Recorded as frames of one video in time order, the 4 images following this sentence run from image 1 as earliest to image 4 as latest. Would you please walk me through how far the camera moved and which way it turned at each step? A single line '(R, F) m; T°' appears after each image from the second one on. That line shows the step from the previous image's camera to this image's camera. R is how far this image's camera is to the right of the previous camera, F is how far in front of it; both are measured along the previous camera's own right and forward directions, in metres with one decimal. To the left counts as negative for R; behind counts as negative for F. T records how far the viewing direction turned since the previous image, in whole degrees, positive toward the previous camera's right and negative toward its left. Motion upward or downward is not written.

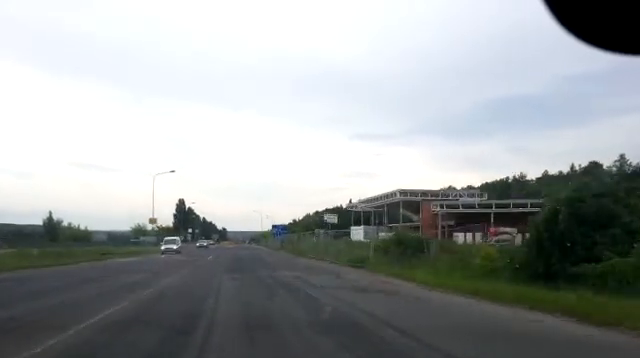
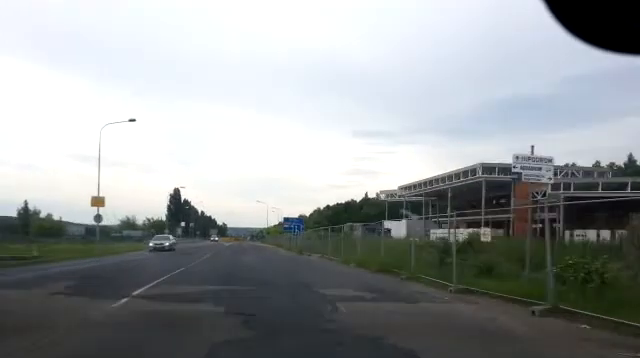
(-0.6, +25.8) m; -2°
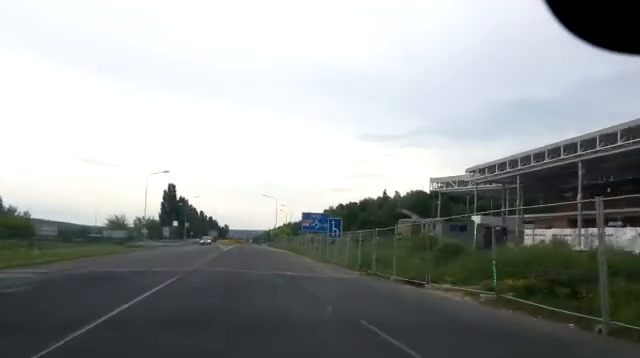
(+0.3, +22.9) m; +1°
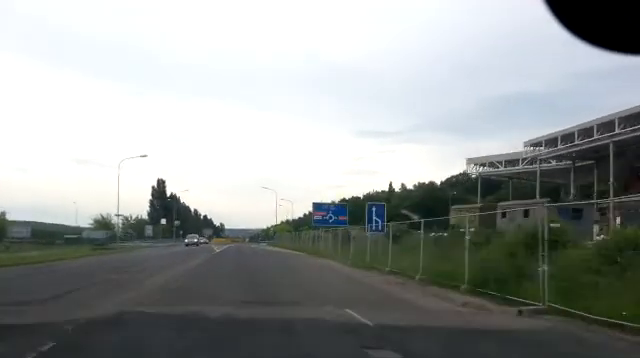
(-0.3, +12.4) m; 0°
